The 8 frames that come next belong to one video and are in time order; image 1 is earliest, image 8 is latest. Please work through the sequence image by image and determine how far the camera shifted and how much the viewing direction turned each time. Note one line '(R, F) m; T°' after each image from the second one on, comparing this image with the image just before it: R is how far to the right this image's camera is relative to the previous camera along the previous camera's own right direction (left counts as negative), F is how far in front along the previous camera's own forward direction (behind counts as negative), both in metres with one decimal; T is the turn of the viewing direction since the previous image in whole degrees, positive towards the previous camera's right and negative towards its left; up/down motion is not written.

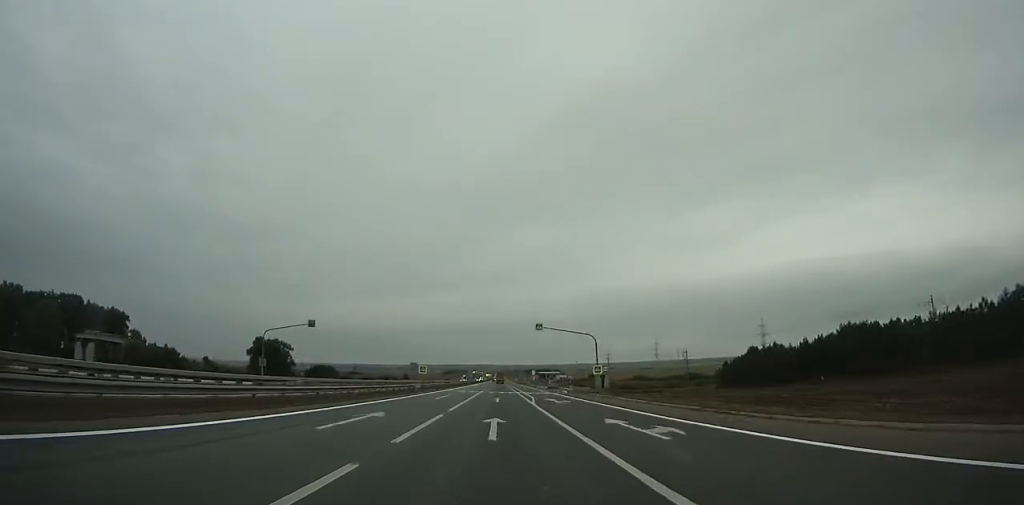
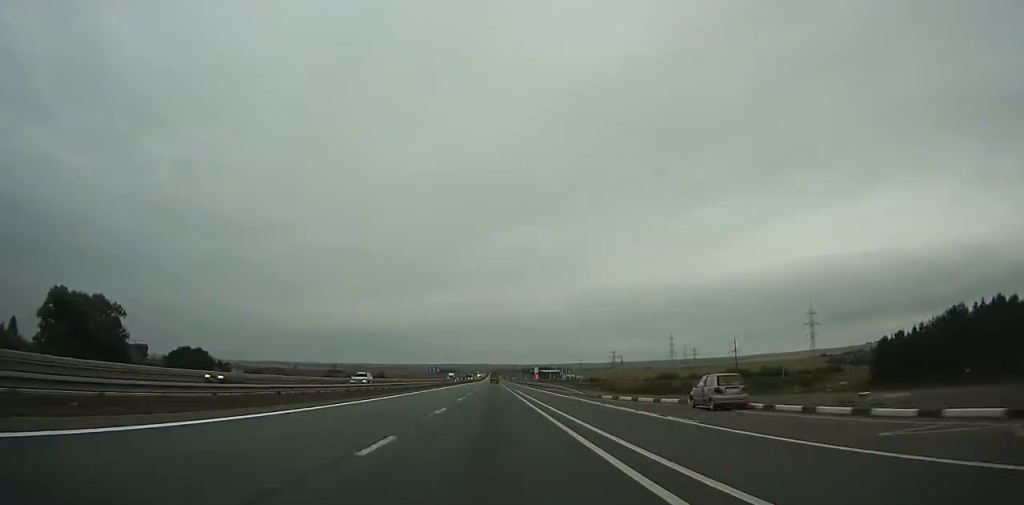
(-0.1, +79.0) m; 0°
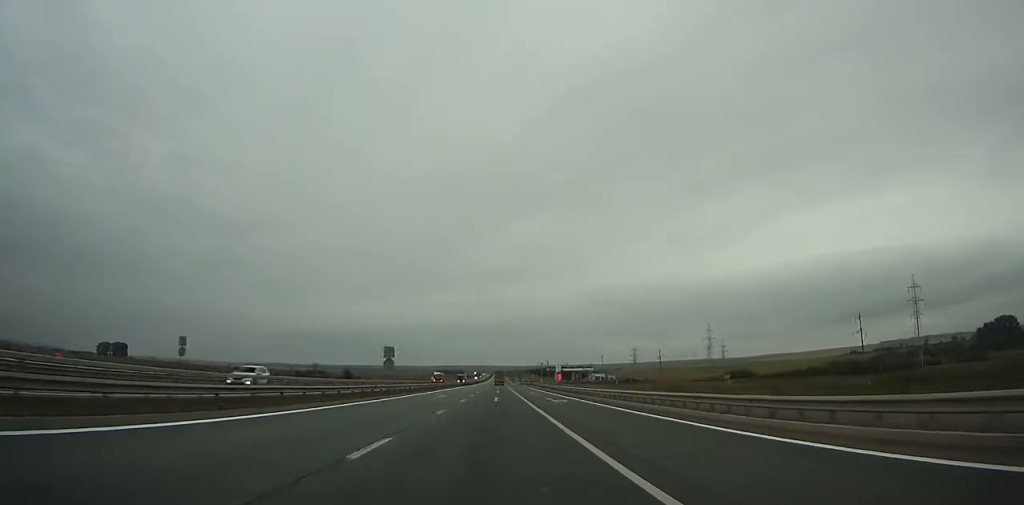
(0.0, +94.8) m; 0°
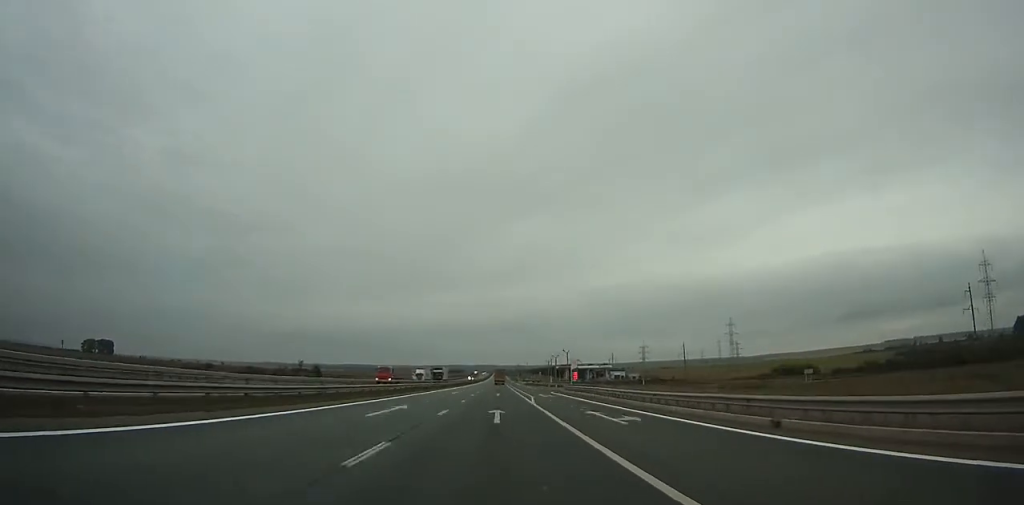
(0.0, +48.6) m; 0°
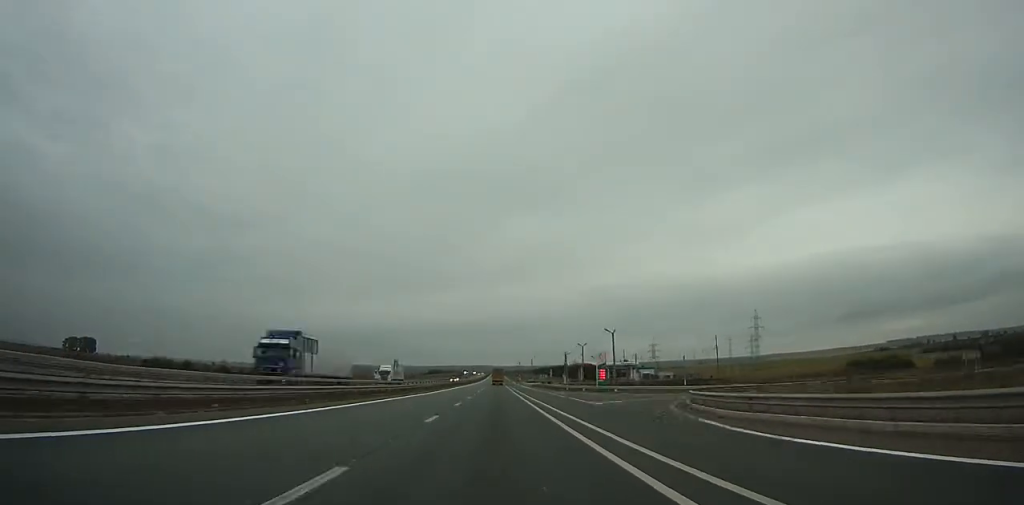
(-0.1, +51.2) m; 0°
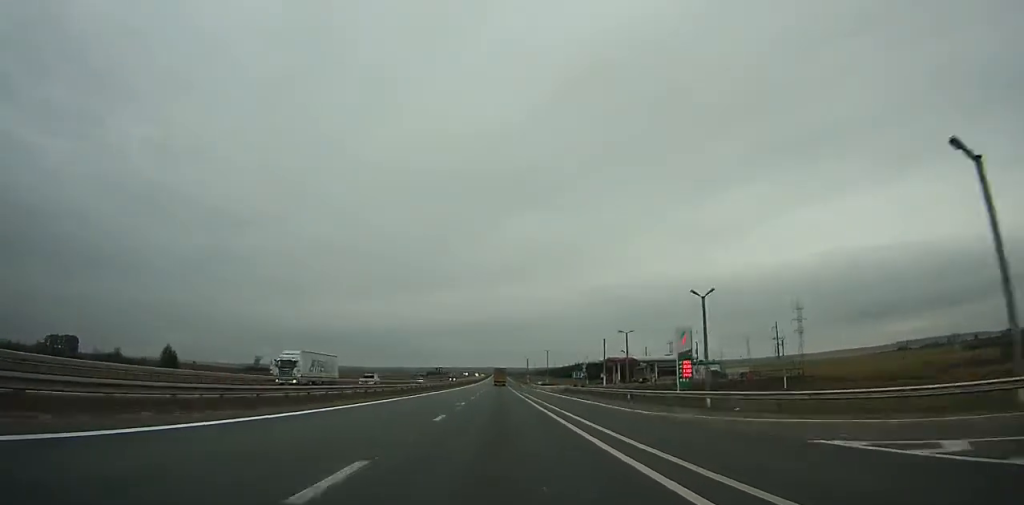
(-0.1, +59.3) m; 0°
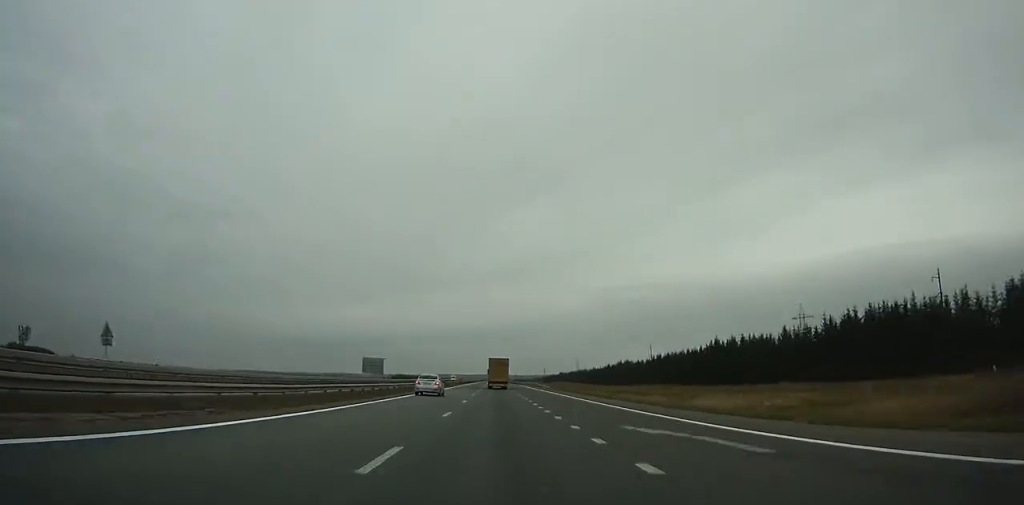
(+1.0, +258.2) m; 0°
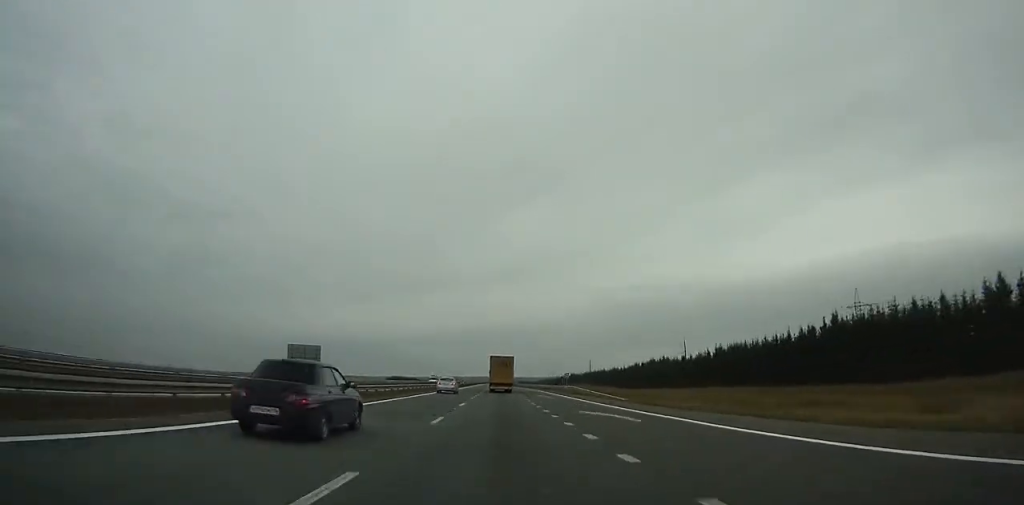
(0.0, +52.2) m; 0°
